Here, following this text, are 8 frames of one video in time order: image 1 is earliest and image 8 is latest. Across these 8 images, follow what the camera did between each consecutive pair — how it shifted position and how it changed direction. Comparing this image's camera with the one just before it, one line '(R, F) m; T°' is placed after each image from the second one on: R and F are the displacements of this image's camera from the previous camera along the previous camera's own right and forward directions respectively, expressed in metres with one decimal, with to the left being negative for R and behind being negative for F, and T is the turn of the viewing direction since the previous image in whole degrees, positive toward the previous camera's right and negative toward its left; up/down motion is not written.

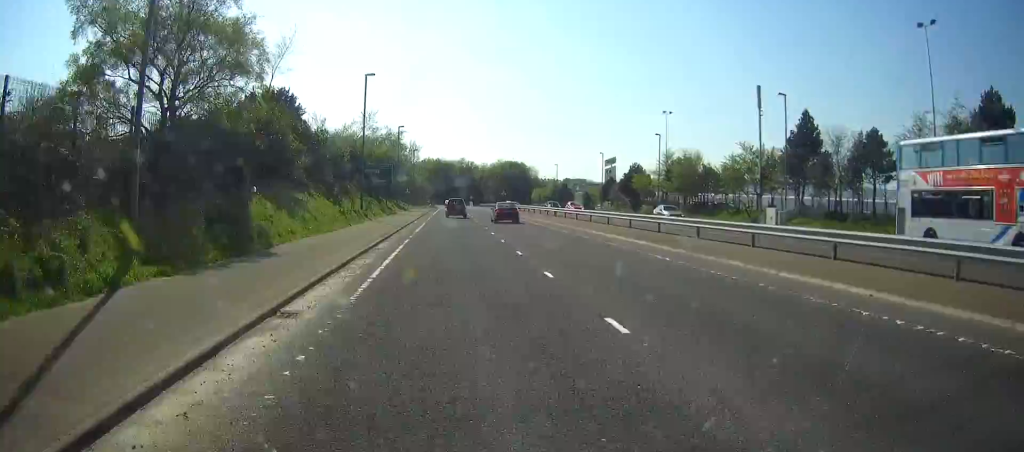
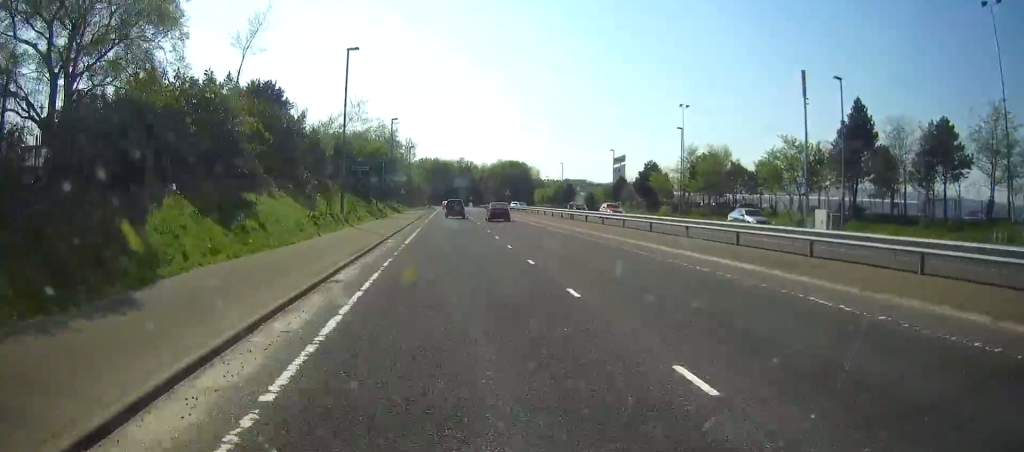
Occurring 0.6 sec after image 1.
(0.0, +8.7) m; 0°
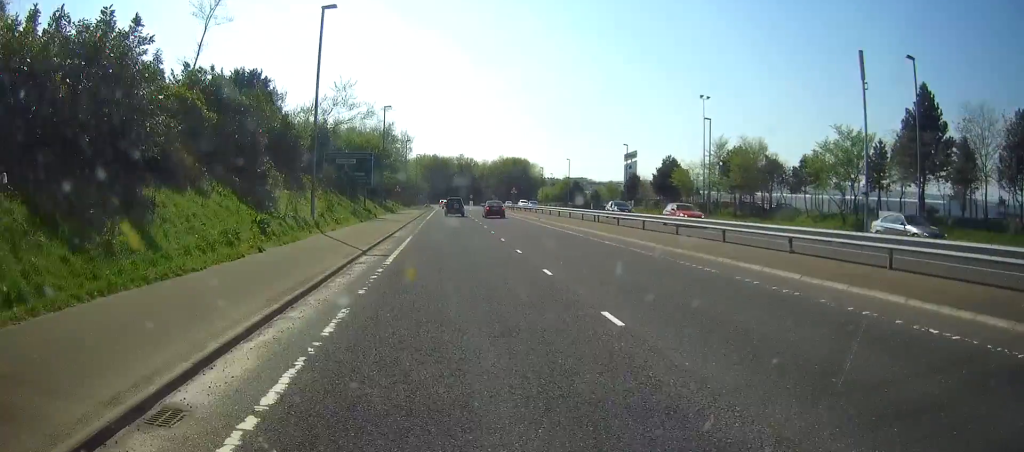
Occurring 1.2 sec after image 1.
(0.0, +8.7) m; +1°
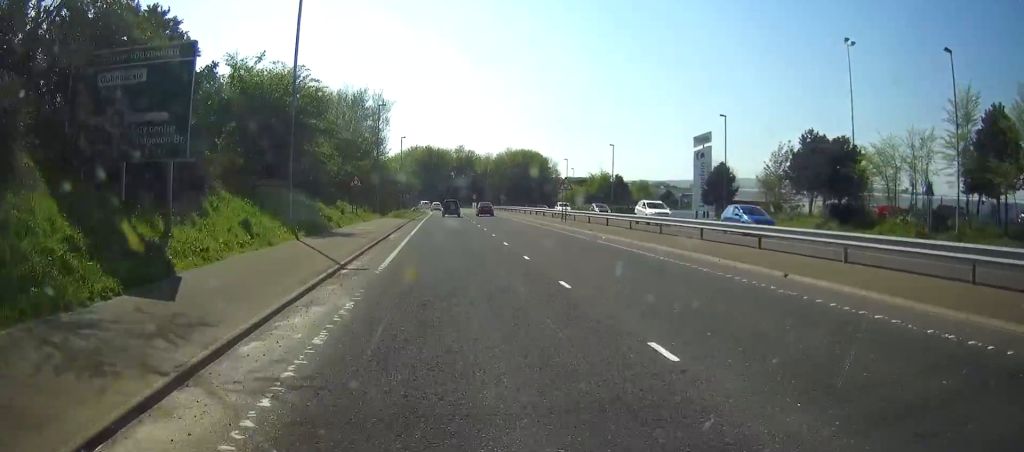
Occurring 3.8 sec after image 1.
(+0.3, +38.1) m; 0°
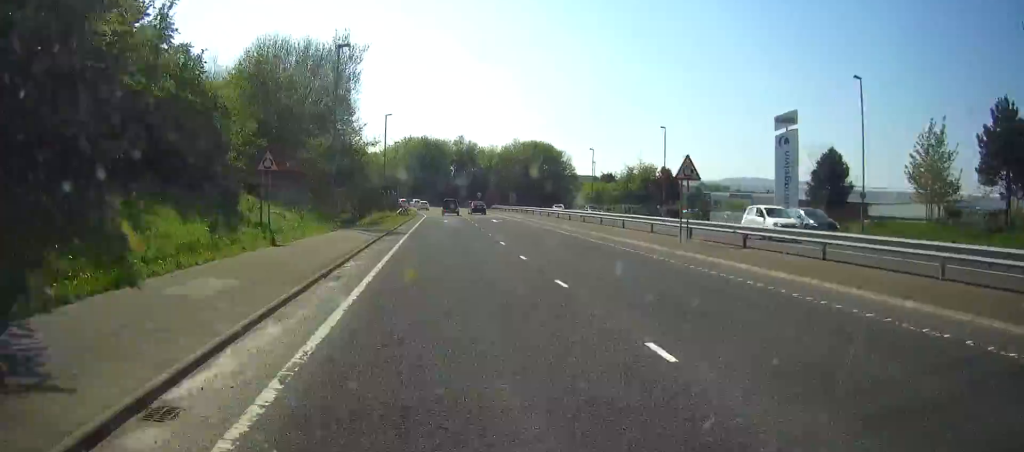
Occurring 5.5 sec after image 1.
(+0.1, +23.8) m; 0°
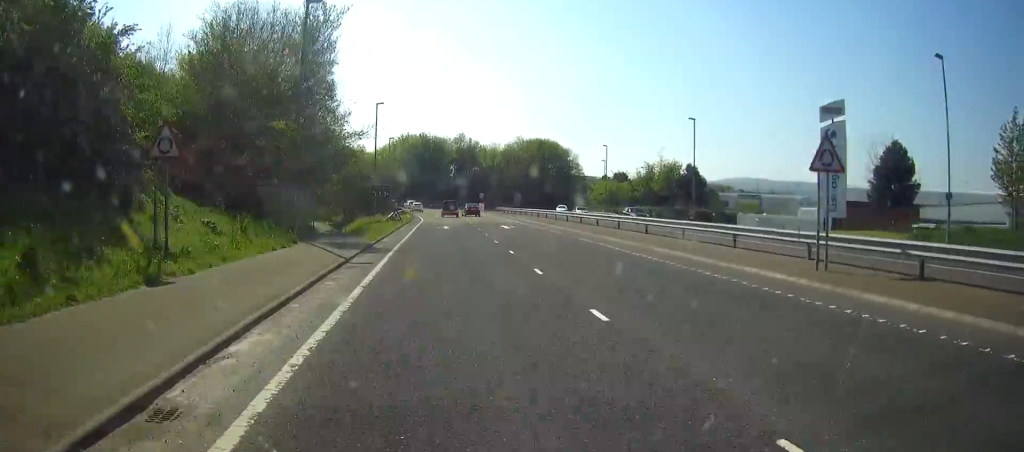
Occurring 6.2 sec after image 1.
(0.0, +9.3) m; 0°
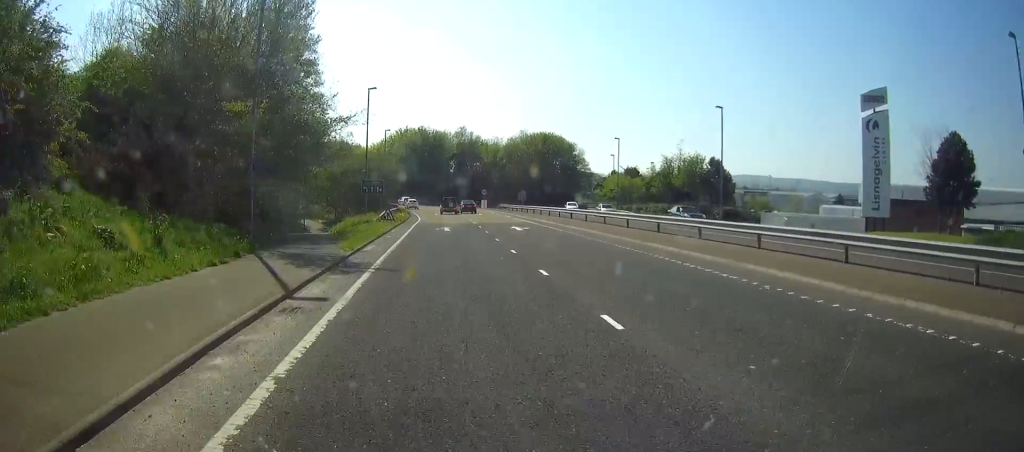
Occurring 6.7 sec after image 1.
(0.0, +6.8) m; 0°
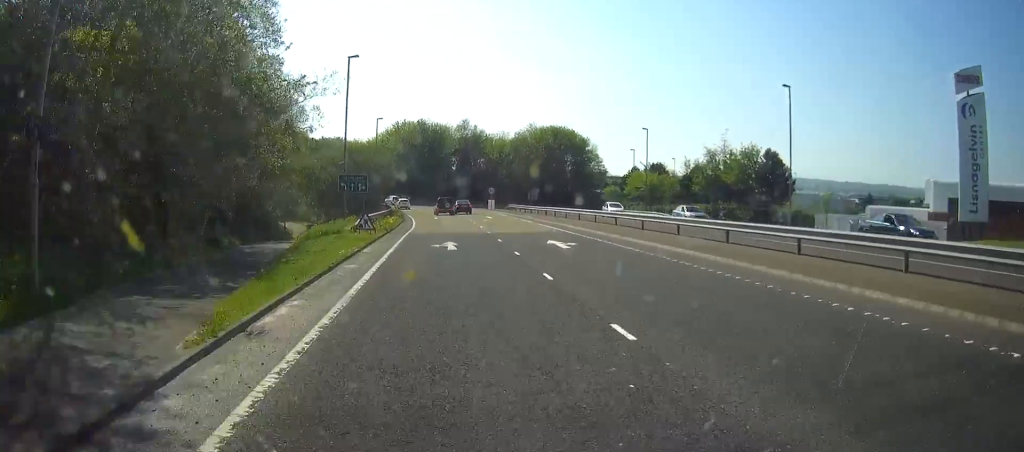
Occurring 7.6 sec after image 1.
(-0.1, +12.4) m; -1°
